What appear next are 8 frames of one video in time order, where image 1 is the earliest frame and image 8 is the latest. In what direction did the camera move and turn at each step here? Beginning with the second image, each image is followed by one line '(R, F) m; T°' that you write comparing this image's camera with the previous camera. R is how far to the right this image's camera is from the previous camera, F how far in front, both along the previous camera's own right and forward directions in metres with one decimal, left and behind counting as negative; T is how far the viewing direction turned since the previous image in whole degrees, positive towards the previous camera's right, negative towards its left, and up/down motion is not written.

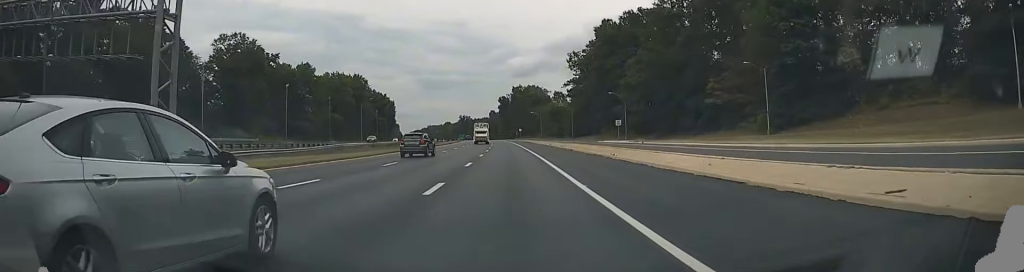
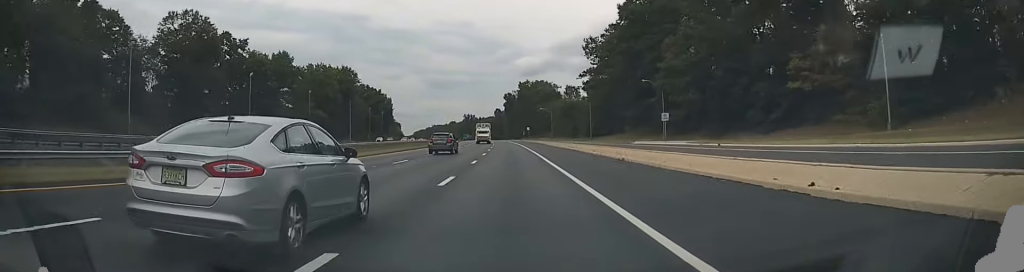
(-0.1, +22.4) m; -1°
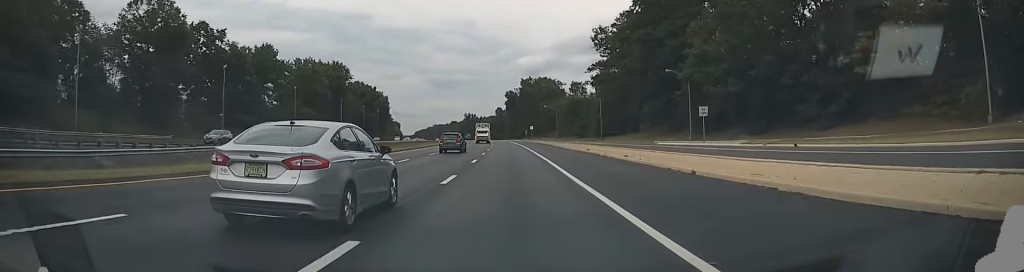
(-0.1, +11.2) m; -1°
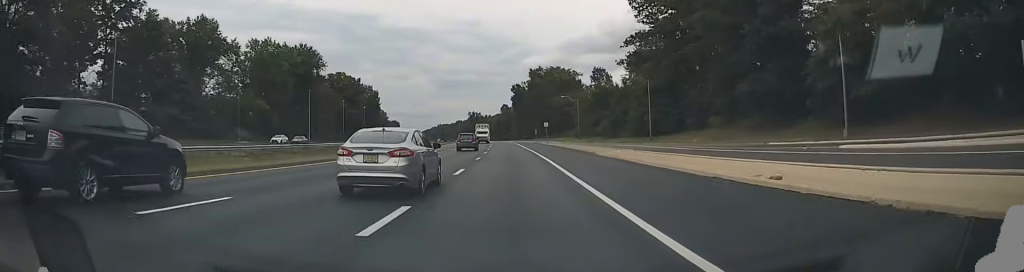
(-0.4, +33.6) m; -1°
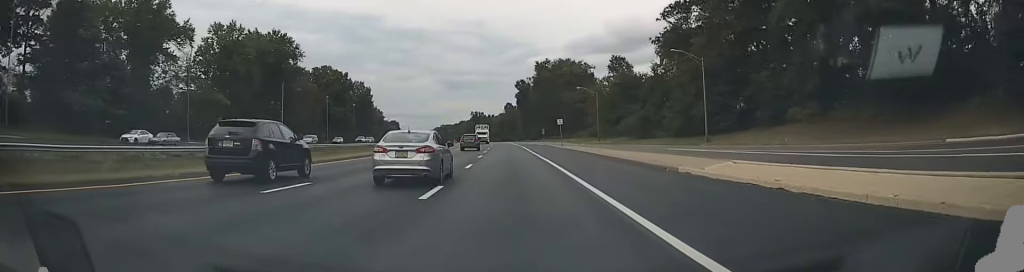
(0.0, +19.7) m; 0°
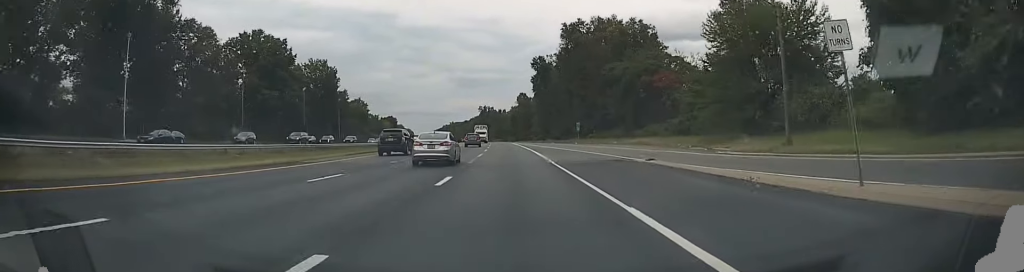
(-0.3, +58.4) m; -1°
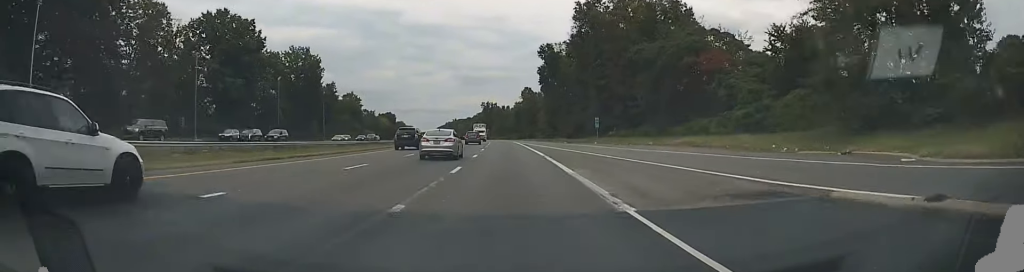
(0.0, +18.1) m; 0°
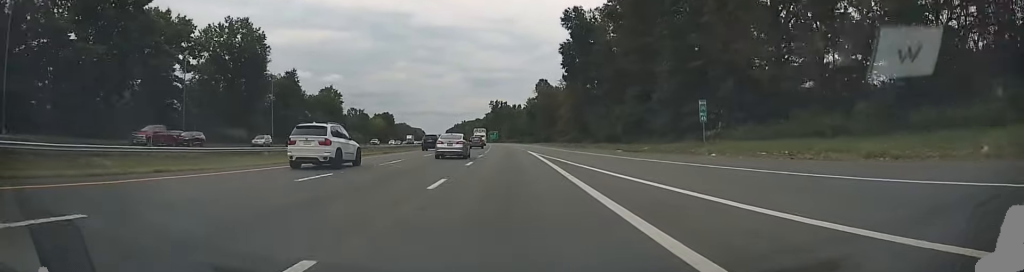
(-0.3, +41.5) m; -1°
